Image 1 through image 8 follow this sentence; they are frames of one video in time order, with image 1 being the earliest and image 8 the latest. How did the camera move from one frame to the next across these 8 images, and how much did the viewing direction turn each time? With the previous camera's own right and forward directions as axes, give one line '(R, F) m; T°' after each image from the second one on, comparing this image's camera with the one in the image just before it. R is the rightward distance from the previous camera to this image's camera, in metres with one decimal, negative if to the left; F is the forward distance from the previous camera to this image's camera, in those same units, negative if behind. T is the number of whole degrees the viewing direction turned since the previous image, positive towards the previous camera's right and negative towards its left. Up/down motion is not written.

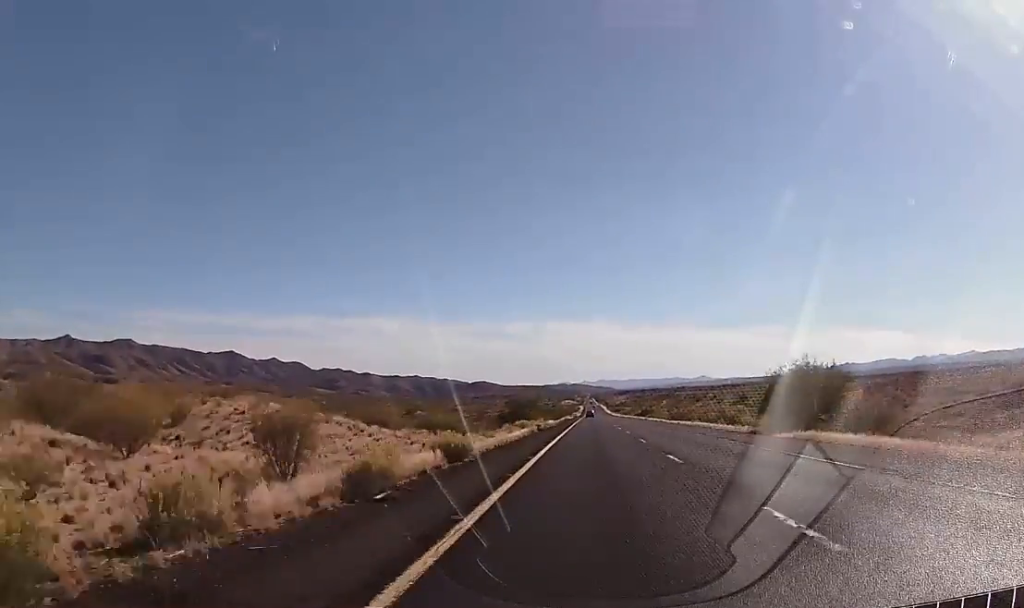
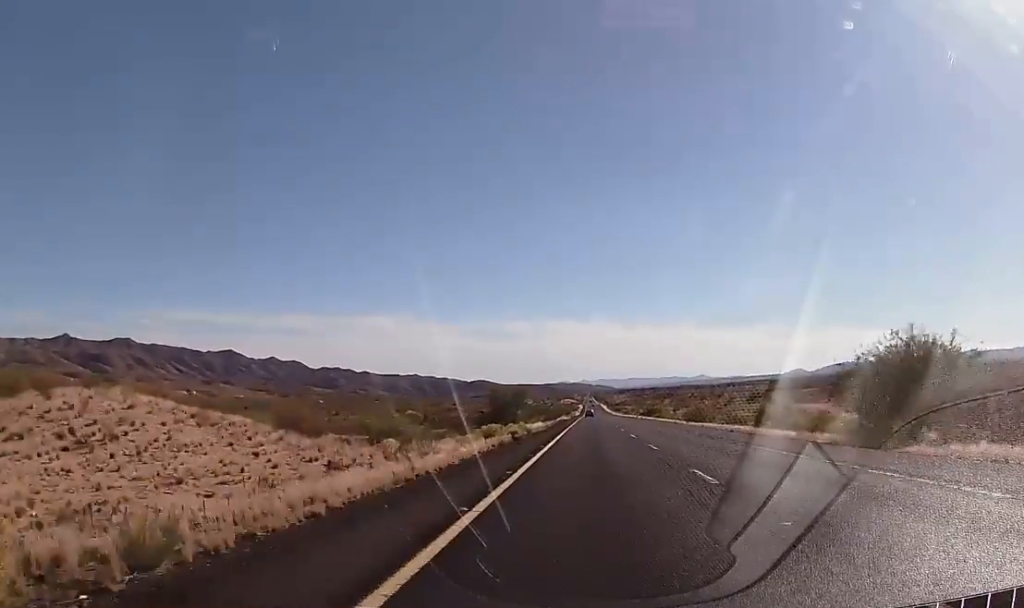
(0.0, +17.8) m; 0°
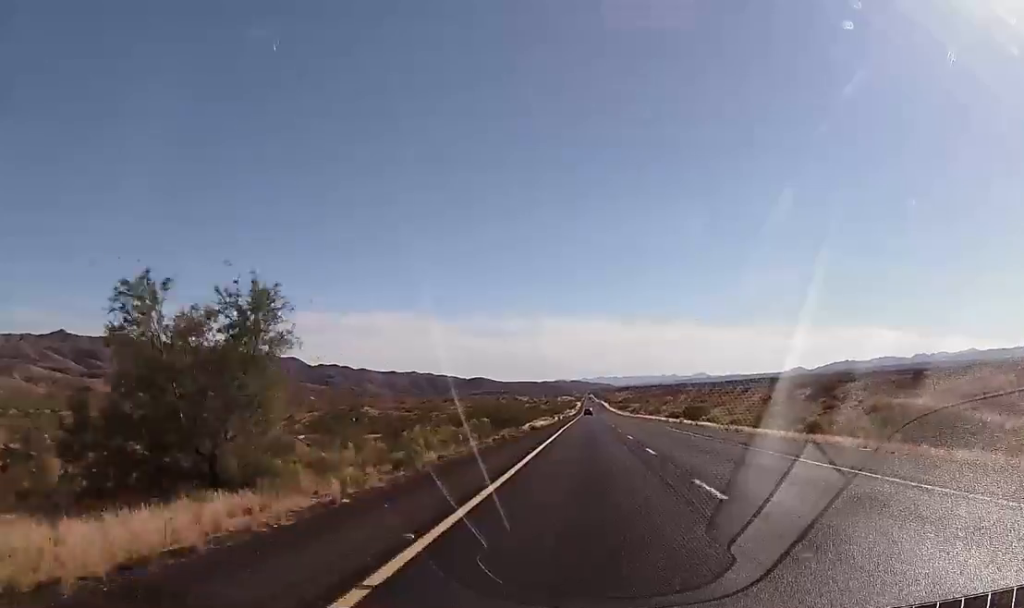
(+0.7, +63.3) m; +1°
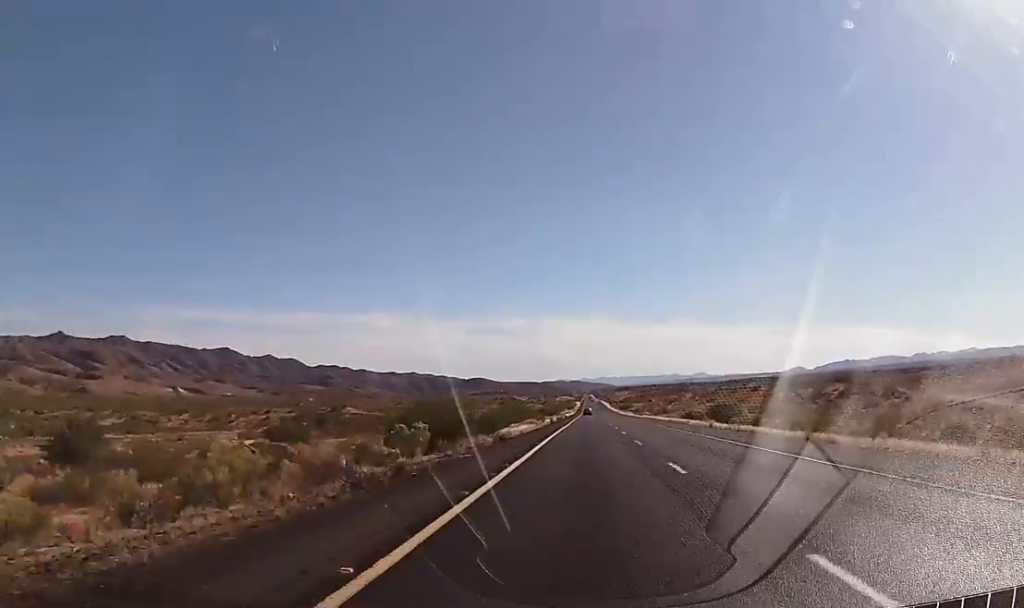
(0.0, +20.2) m; 0°
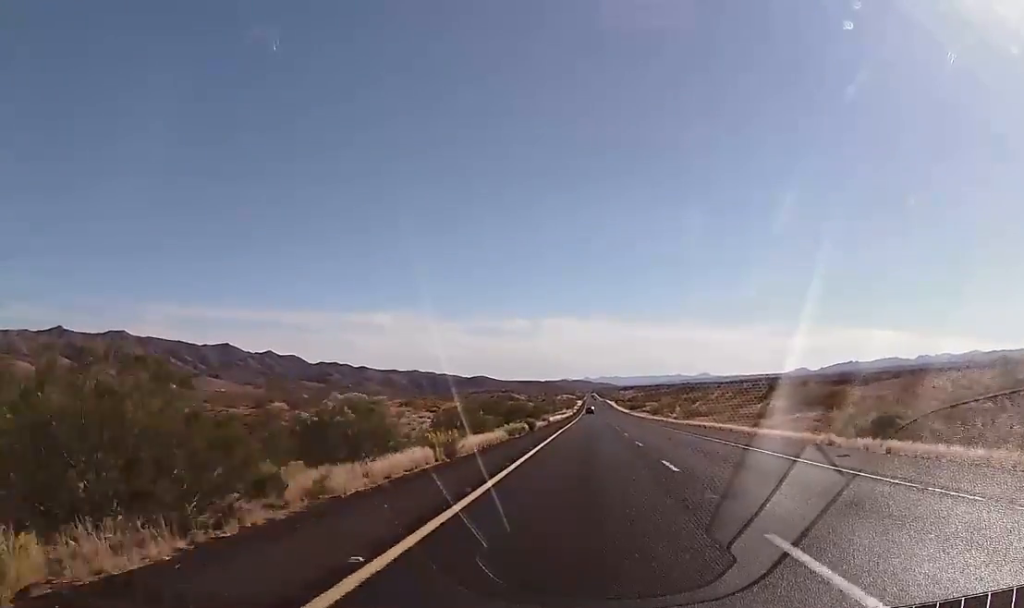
(-0.6, +60.7) m; -1°
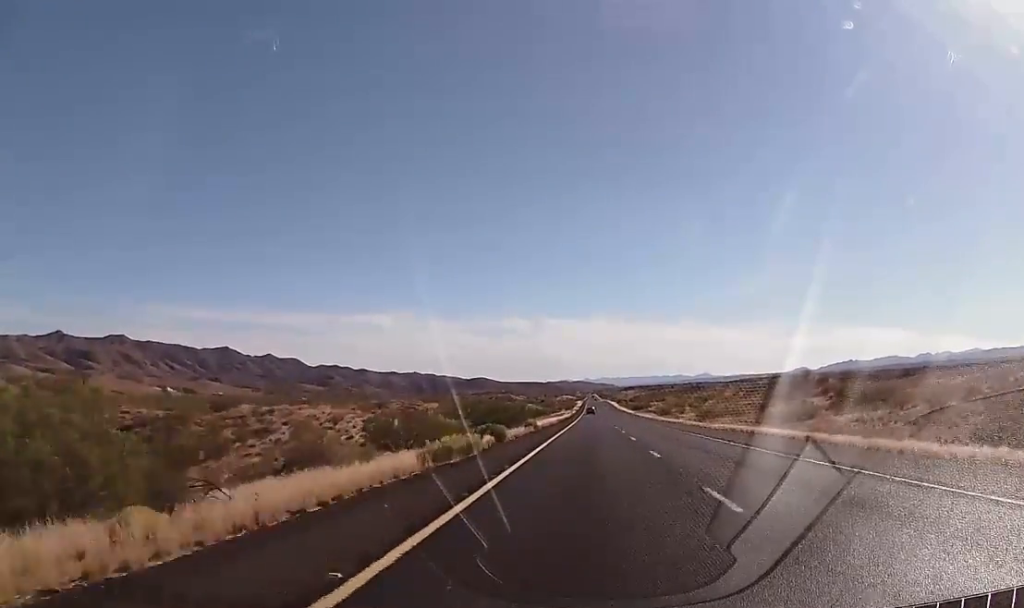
(0.0, +19.0) m; 0°
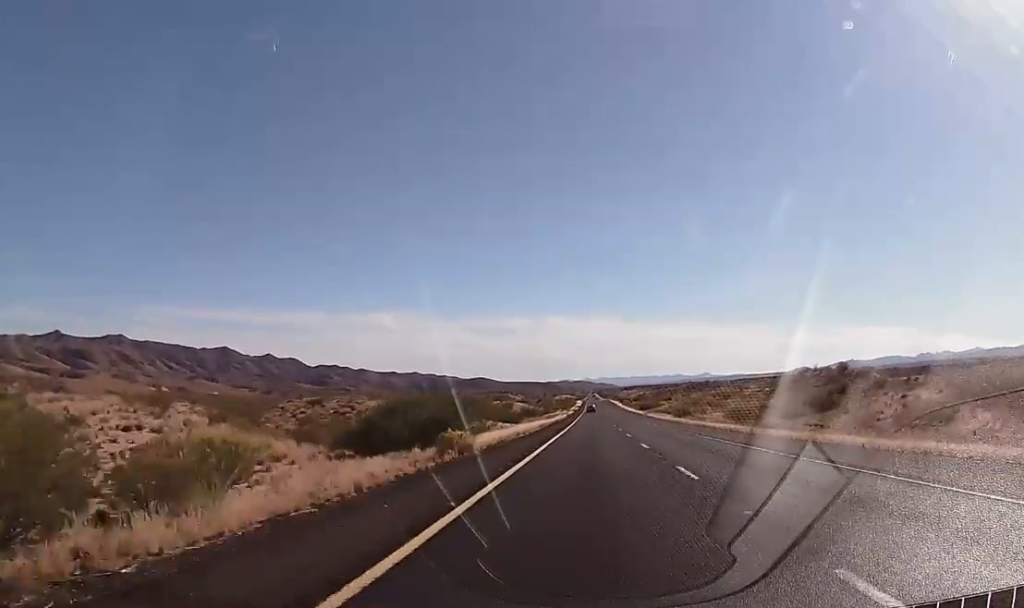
(+0.2, +31.7) m; 0°
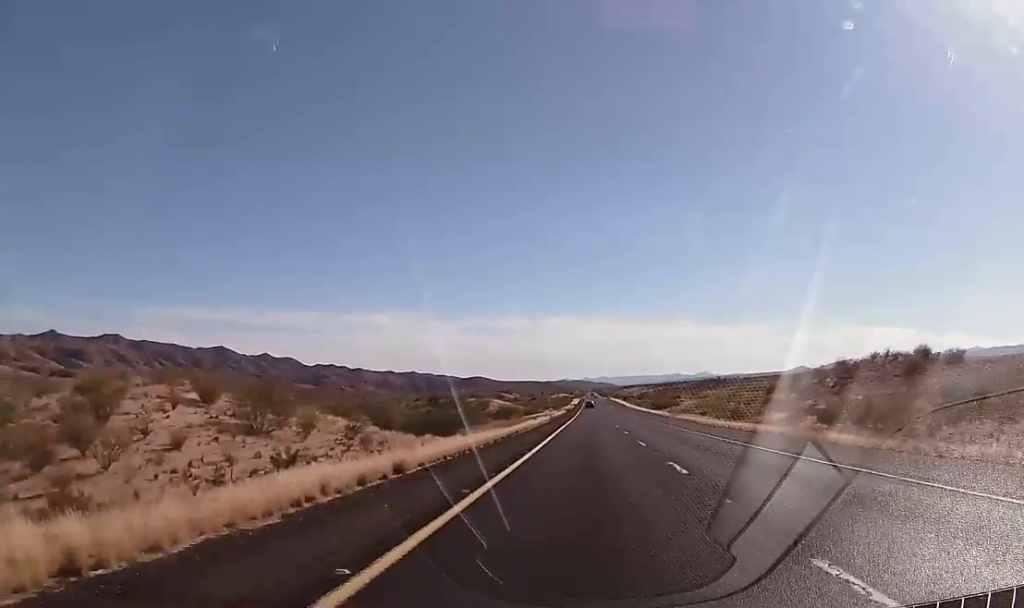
(-0.2, +48.1) m; 0°
